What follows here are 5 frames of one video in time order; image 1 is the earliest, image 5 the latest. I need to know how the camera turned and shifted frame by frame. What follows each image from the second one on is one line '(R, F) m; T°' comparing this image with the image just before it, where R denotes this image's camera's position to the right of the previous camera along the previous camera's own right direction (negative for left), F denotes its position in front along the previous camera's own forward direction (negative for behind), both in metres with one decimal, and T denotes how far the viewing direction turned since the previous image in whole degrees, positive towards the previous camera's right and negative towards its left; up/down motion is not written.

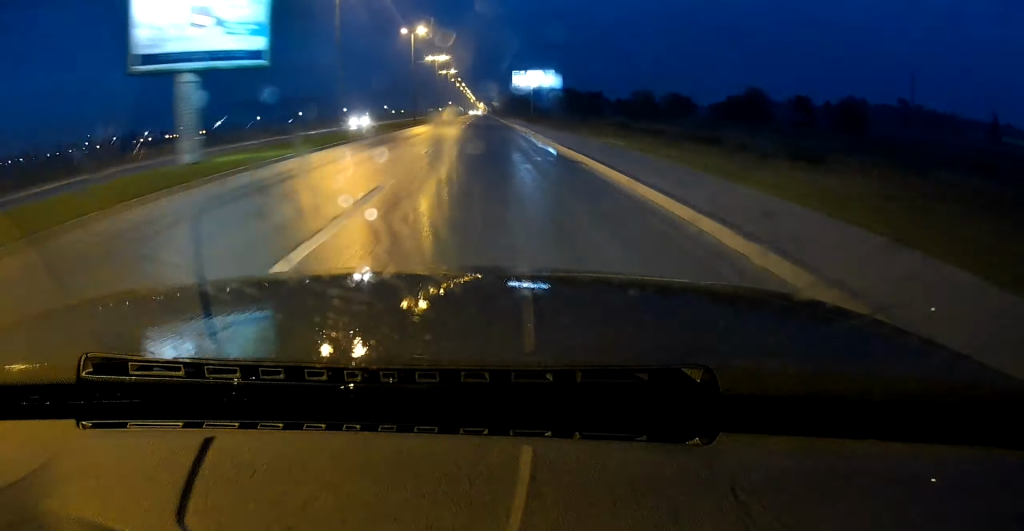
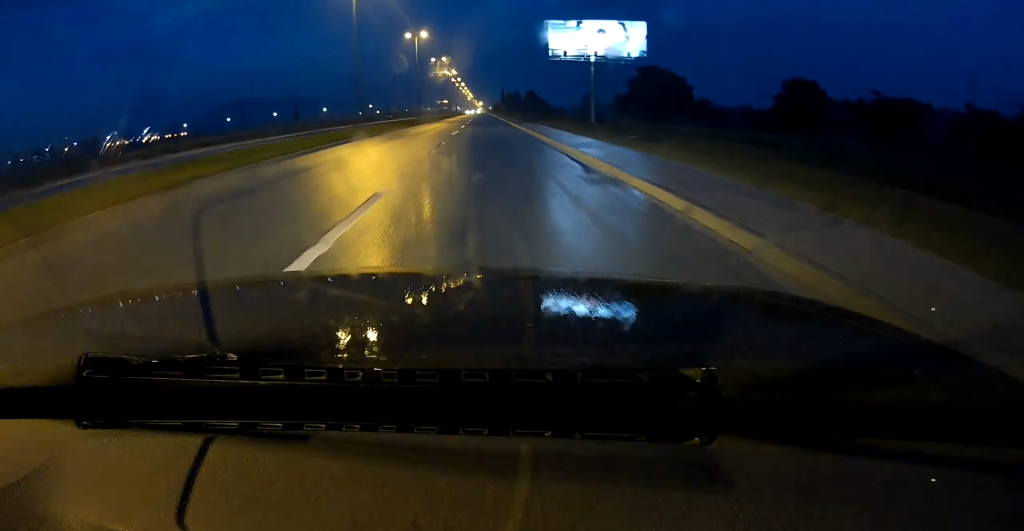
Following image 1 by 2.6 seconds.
(-0.2, +70.9) m; 0°
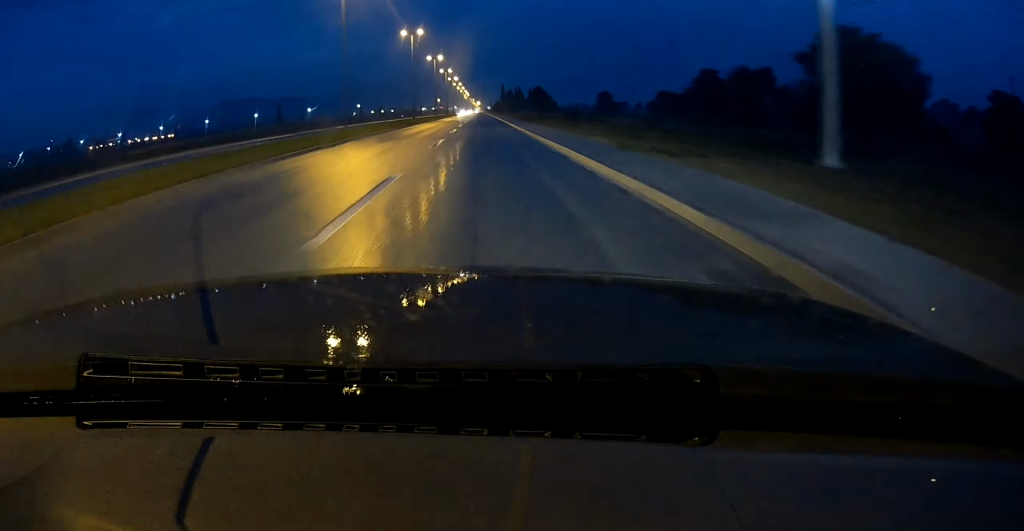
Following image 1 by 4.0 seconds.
(+0.1, +40.3) m; 0°
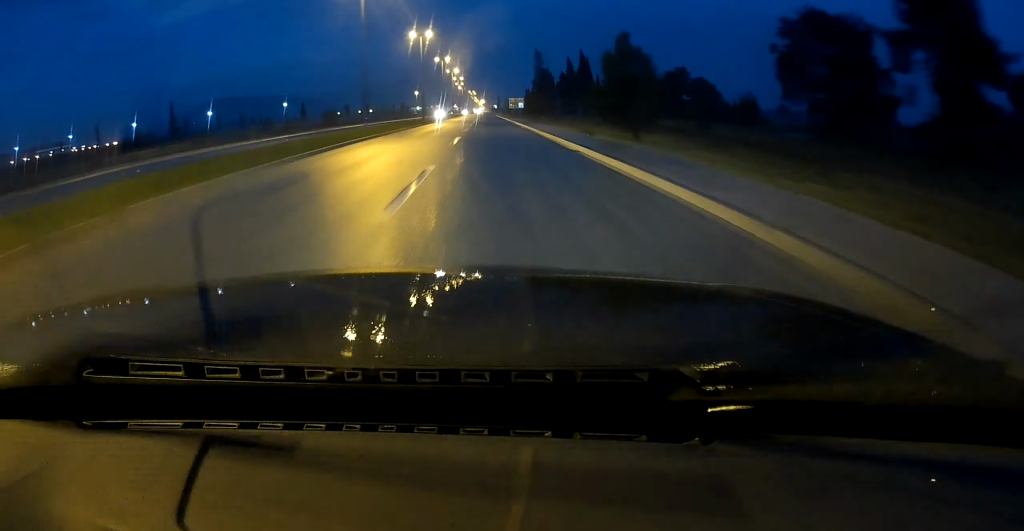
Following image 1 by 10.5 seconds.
(-0.8, +184.0) m; 0°
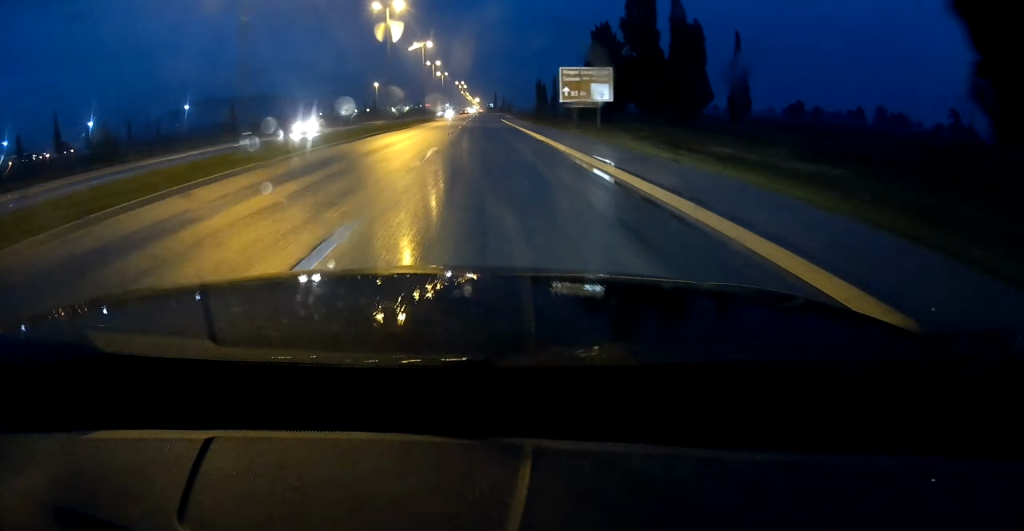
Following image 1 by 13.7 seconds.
(+0.5, +92.3) m; 0°
